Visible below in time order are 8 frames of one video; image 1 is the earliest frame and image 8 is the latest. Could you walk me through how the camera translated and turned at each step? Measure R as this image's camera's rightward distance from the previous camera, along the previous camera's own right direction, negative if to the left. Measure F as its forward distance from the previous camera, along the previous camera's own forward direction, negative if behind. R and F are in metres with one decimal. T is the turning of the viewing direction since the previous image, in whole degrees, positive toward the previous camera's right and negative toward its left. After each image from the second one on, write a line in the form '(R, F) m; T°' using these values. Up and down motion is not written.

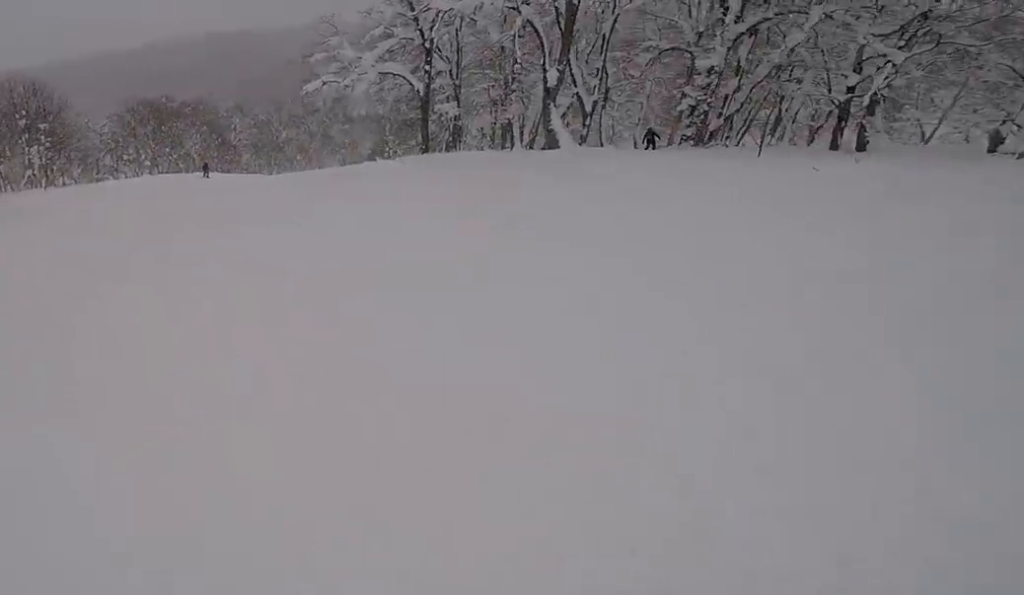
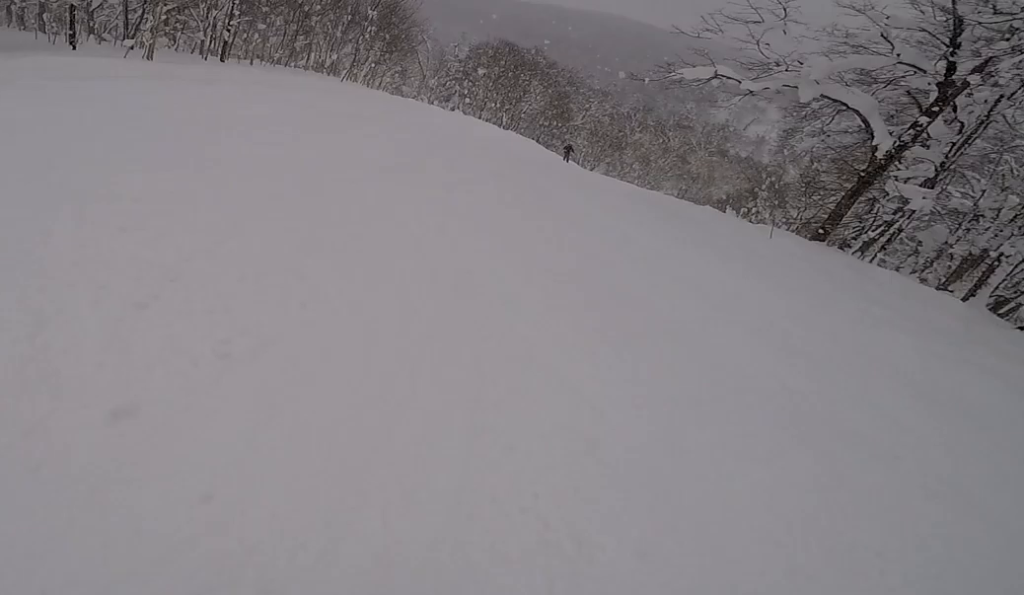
(-0.8, +7.6) m; -15°
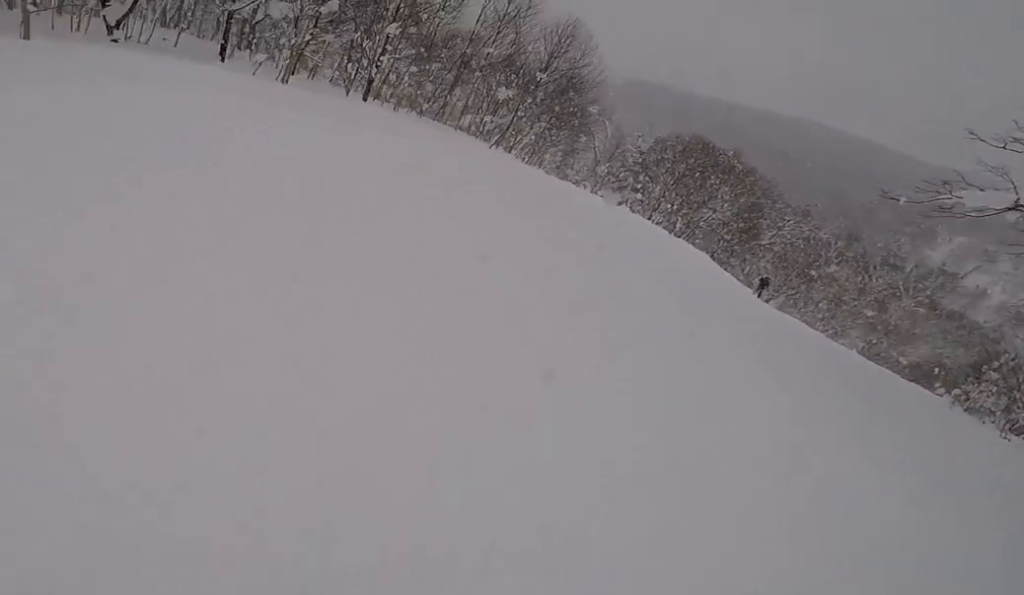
(-0.3, +3.6) m; -8°
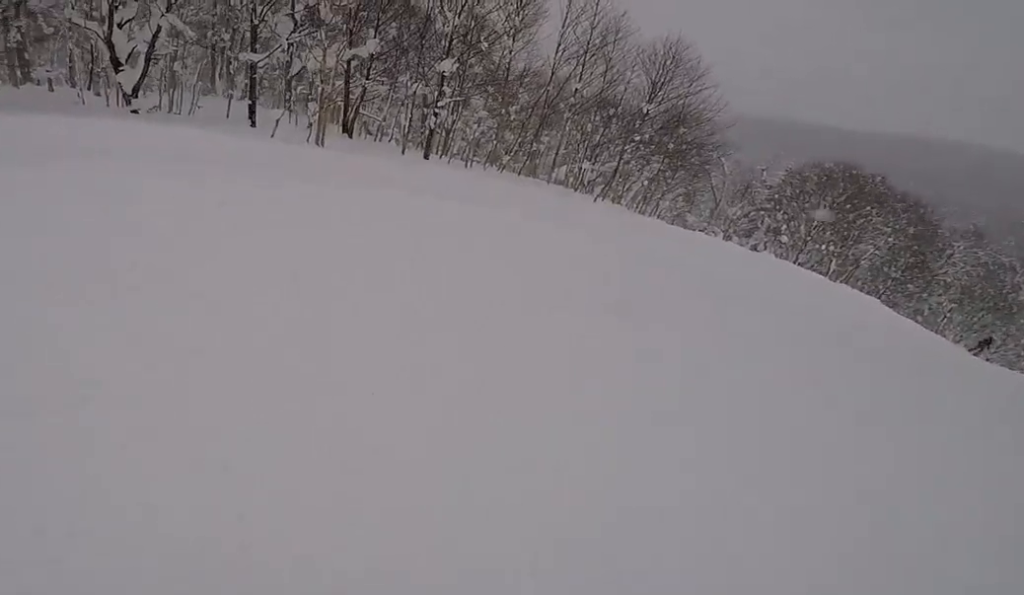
(-0.3, +4.2) m; -5°
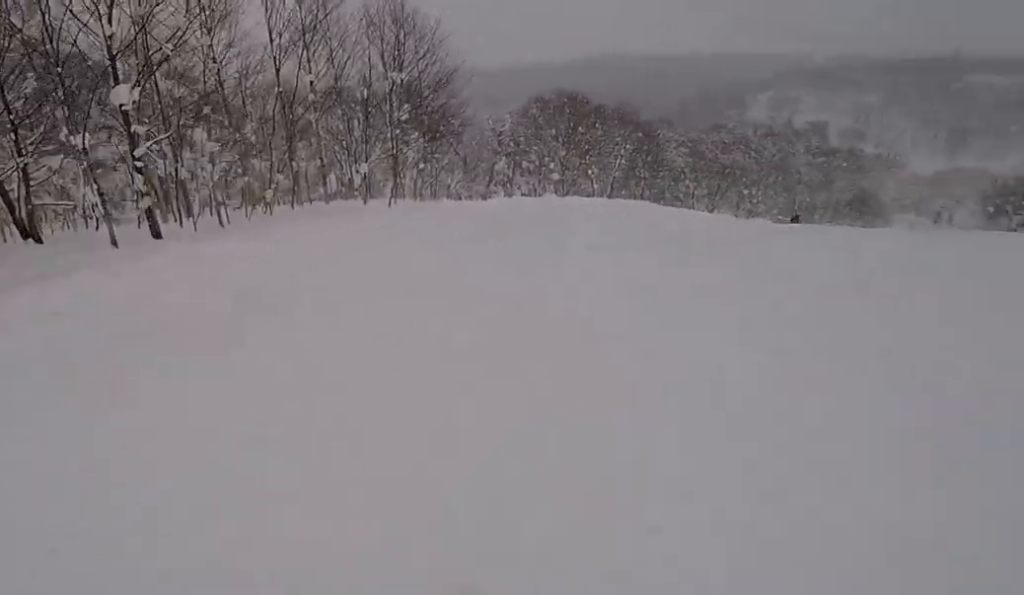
(-0.6, +4.7) m; +8°
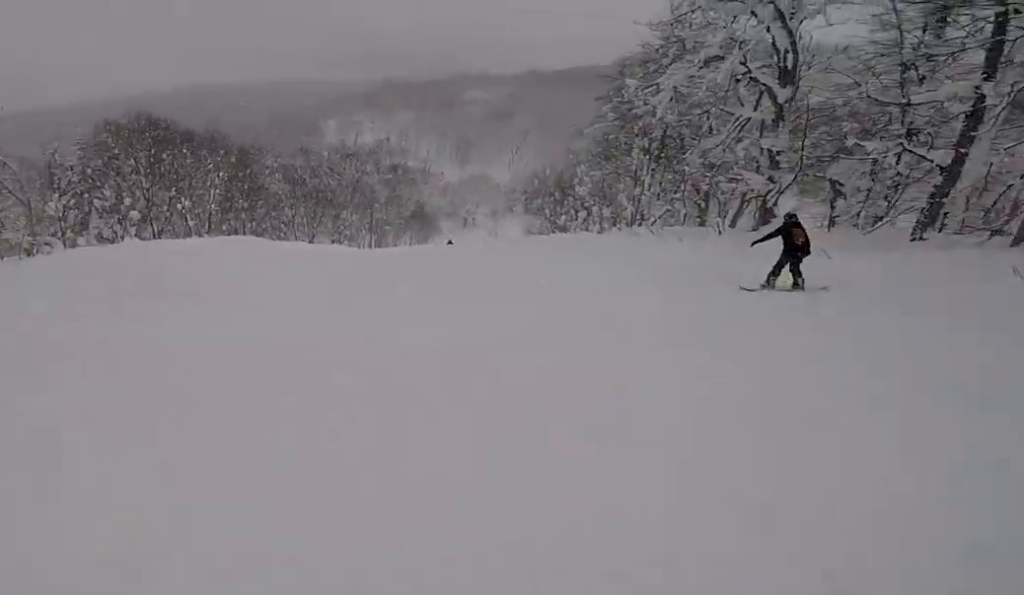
(+2.7, +6.3) m; +25°
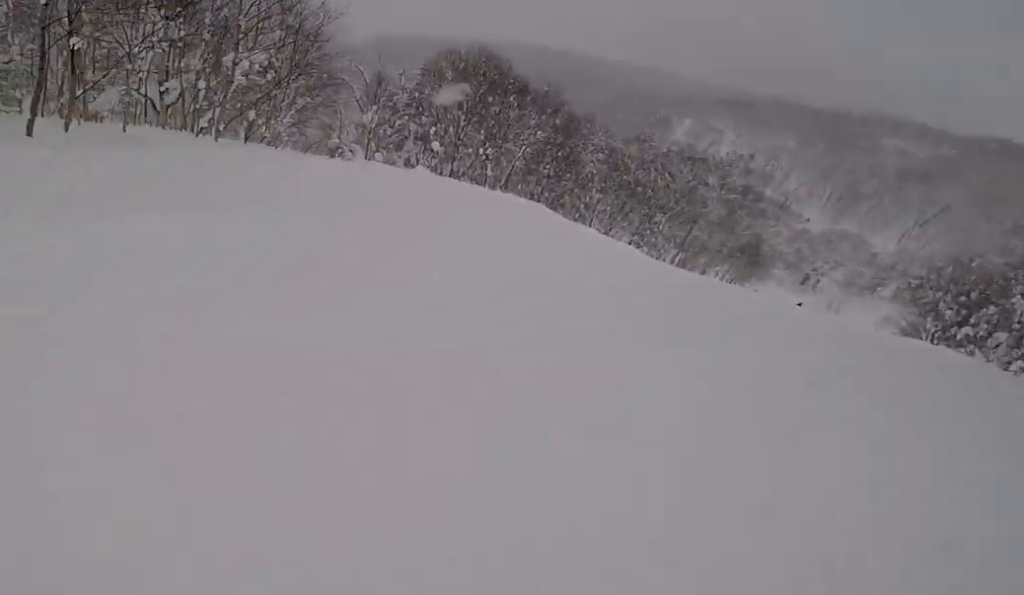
(+0.7, +2.0) m; -3°
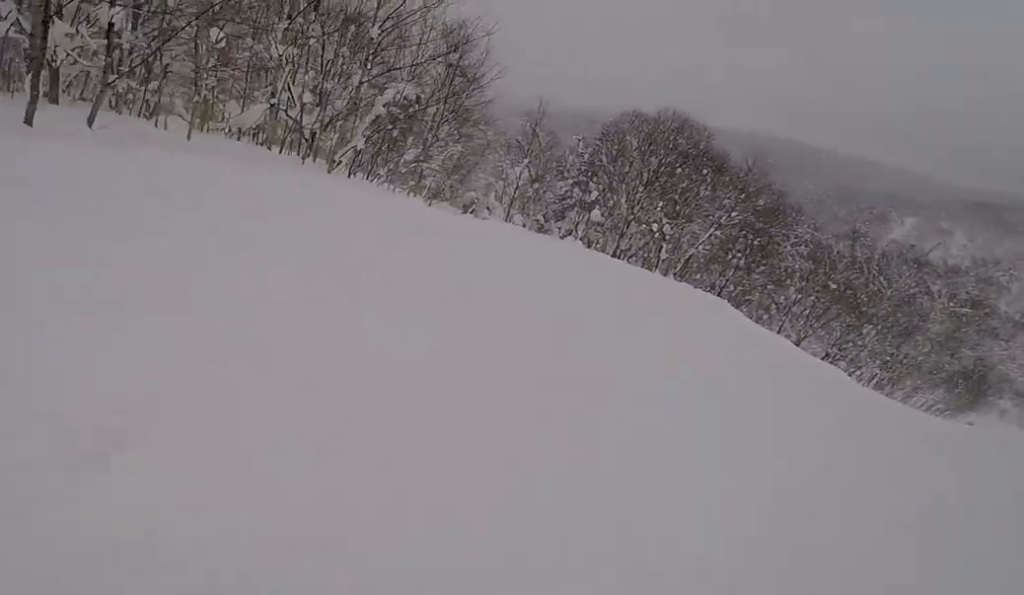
(-1.2, +2.8) m; -13°
